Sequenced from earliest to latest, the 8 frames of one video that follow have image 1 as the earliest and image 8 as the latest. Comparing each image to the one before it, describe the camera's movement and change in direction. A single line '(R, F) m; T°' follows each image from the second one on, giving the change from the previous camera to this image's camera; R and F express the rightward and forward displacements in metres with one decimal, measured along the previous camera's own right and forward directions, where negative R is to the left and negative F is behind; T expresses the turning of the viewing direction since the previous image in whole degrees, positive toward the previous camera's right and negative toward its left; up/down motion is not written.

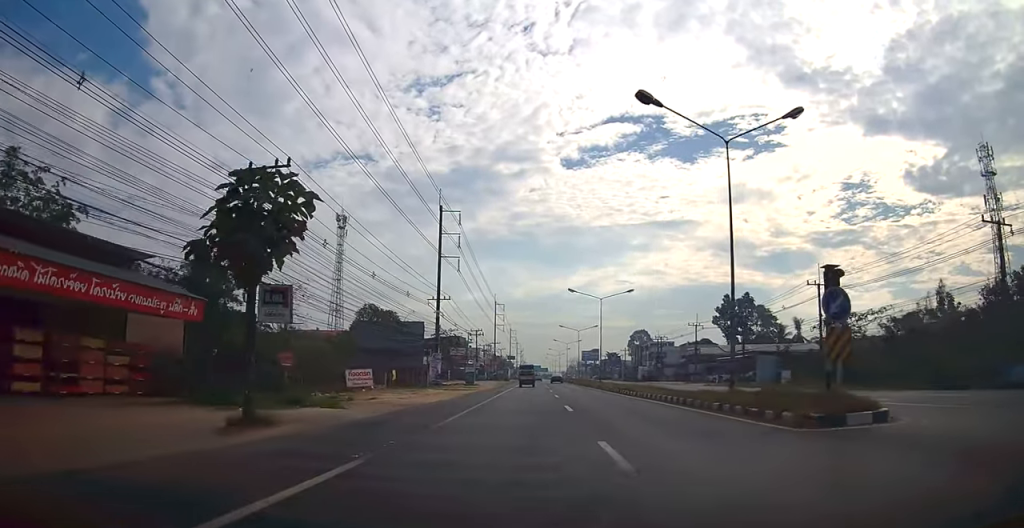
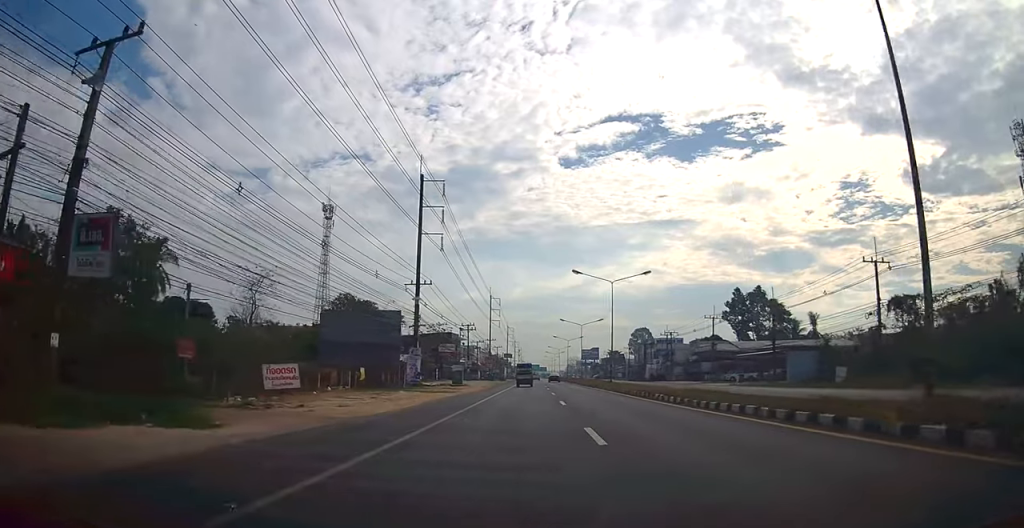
(0.0, +9.6) m; 0°
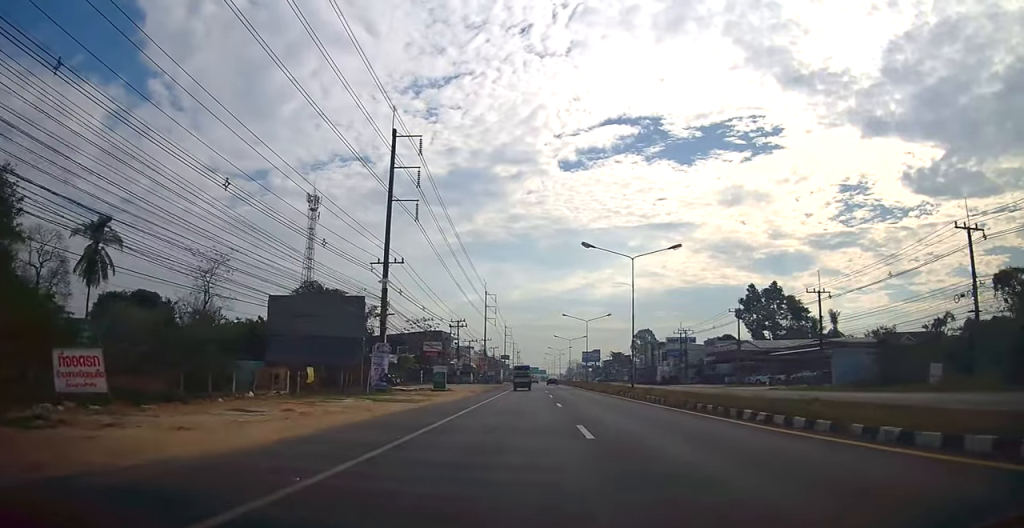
(0.0, +10.5) m; 0°
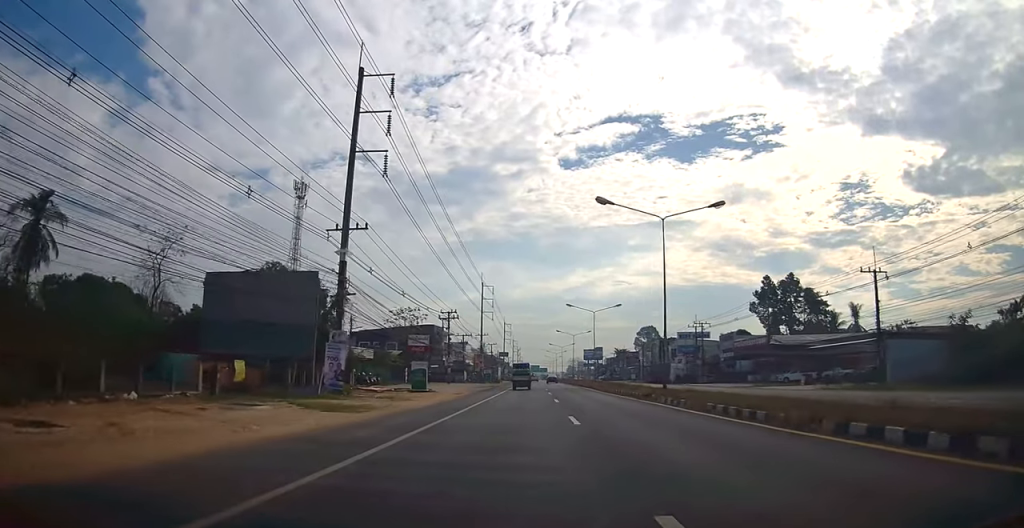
(0.0, +8.9) m; 0°
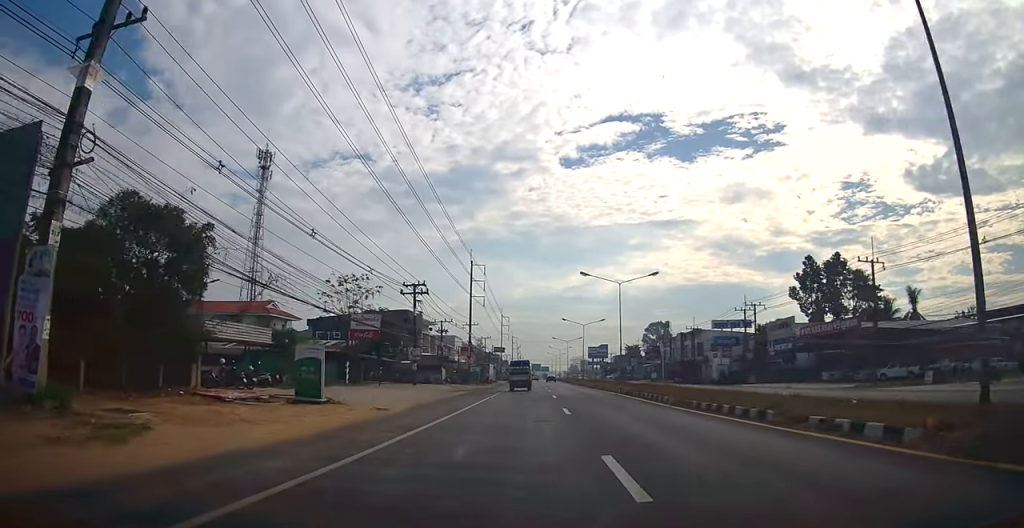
(-0.2, +20.2) m; 0°
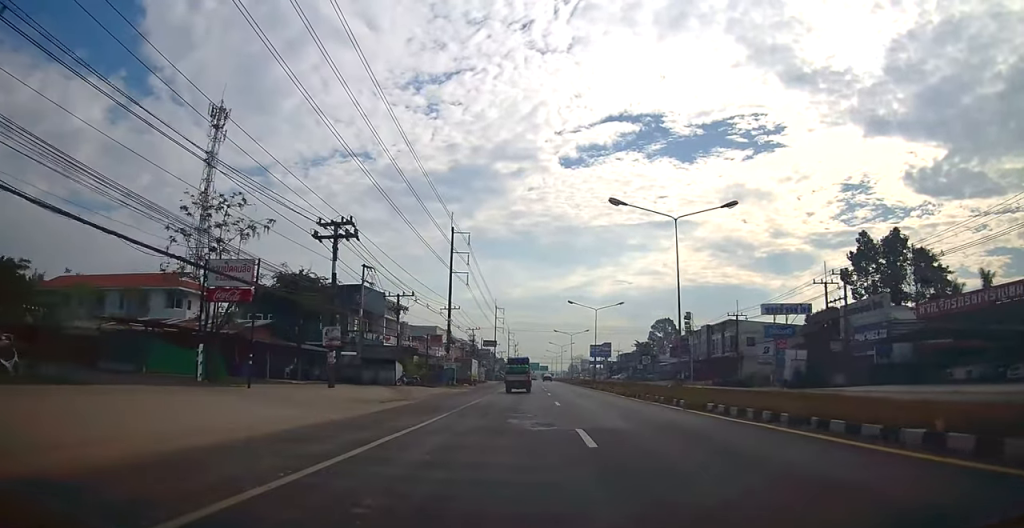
(+0.4, +20.8) m; +1°
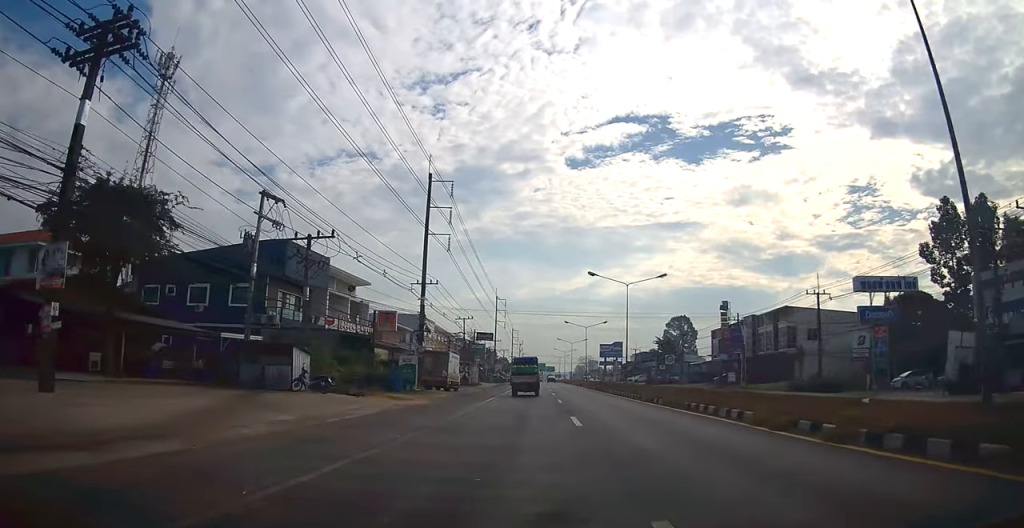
(-0.5, +21.4) m; -2°
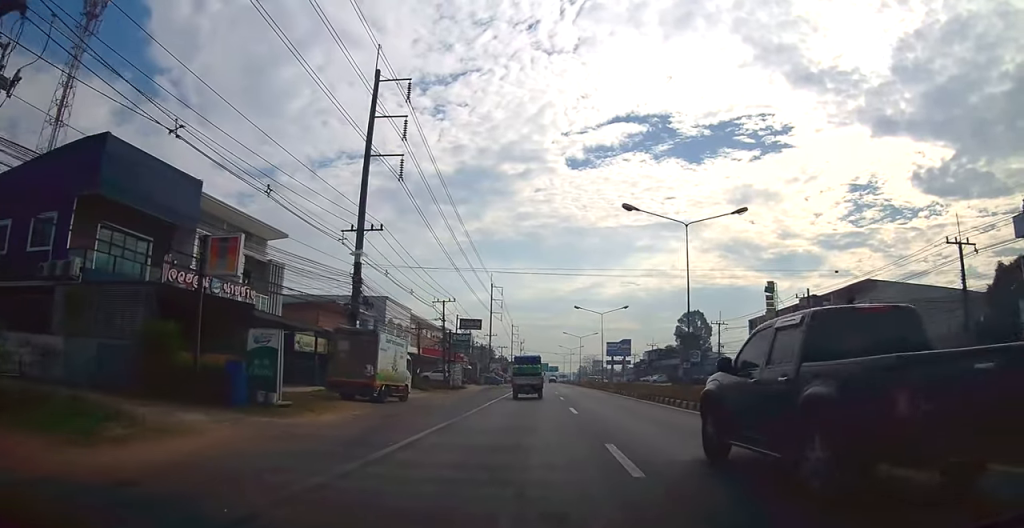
(-0.1, +20.5) m; +1°
